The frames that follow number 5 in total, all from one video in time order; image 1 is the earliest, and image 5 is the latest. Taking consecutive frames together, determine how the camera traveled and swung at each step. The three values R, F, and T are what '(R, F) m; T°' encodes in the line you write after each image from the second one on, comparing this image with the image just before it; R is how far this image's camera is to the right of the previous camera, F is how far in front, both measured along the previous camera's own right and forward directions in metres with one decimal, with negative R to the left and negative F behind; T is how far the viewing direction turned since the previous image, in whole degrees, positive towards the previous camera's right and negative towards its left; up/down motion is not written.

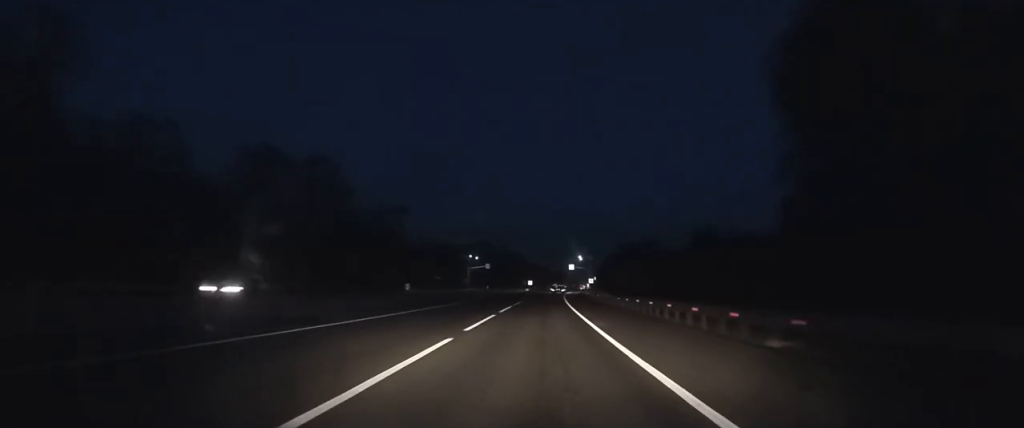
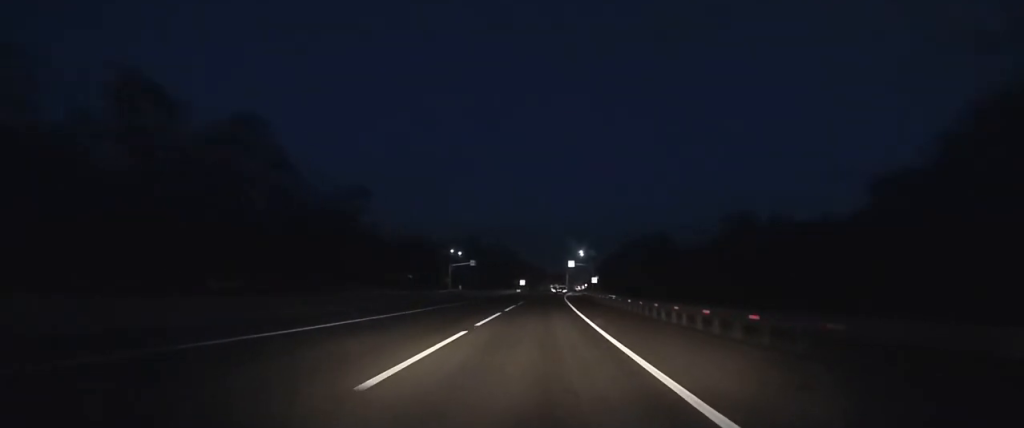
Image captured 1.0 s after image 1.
(0.0, +19.7) m; 0°
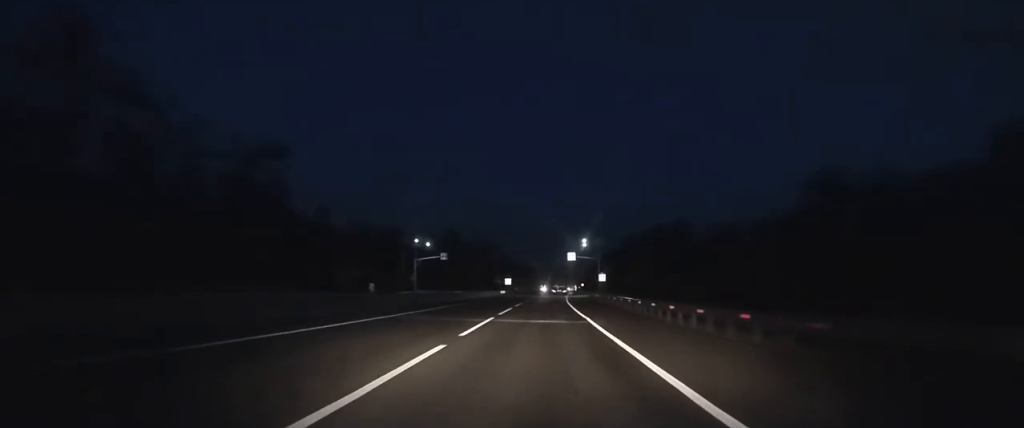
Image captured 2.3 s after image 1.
(+0.1, +26.0) m; +1°
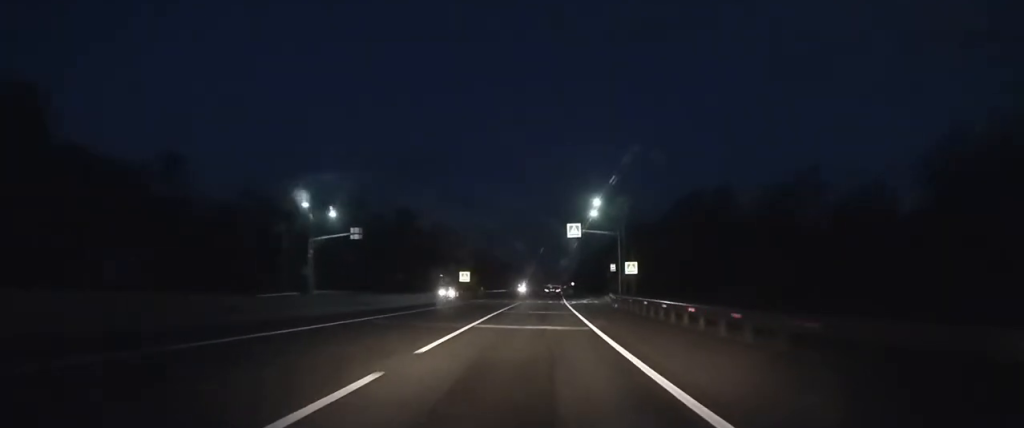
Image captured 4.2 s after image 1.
(+0.4, +38.4) m; +2°
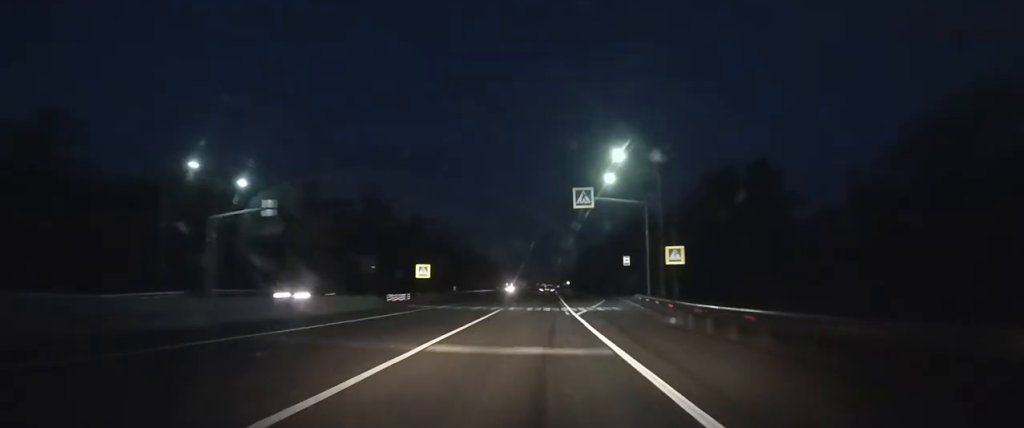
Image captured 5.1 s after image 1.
(+0.1, +17.1) m; +1°
